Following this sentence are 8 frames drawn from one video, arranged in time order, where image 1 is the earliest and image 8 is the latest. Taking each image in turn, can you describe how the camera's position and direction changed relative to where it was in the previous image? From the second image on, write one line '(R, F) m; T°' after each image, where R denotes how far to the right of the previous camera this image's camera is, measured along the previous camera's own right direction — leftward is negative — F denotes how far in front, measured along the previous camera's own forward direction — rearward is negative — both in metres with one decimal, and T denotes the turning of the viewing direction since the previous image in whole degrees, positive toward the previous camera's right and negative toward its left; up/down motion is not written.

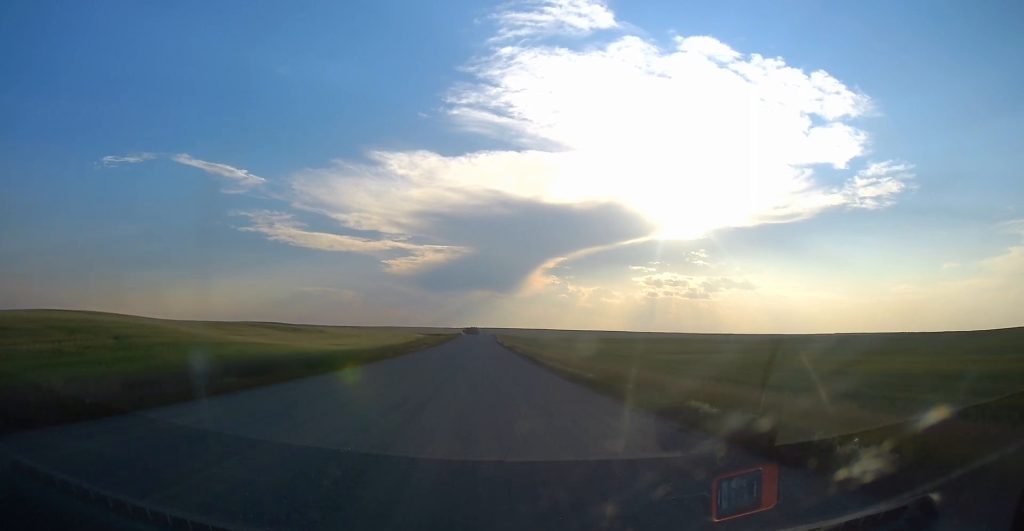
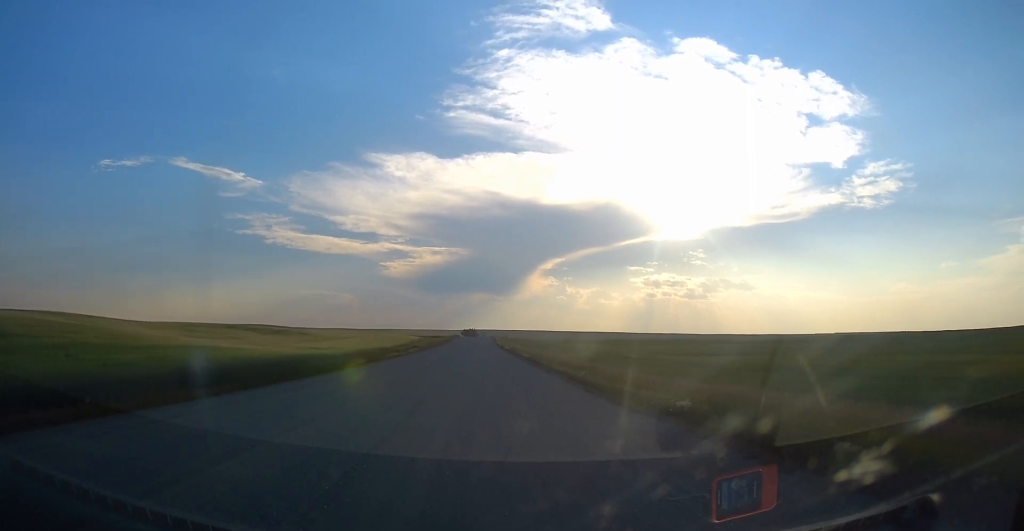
(0.0, +12.7) m; 0°
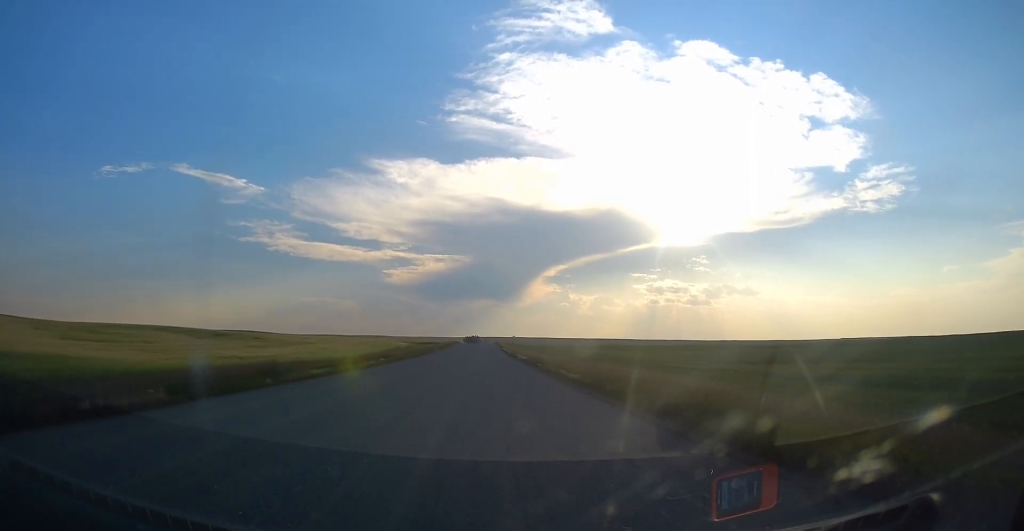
(0.0, +29.0) m; +1°
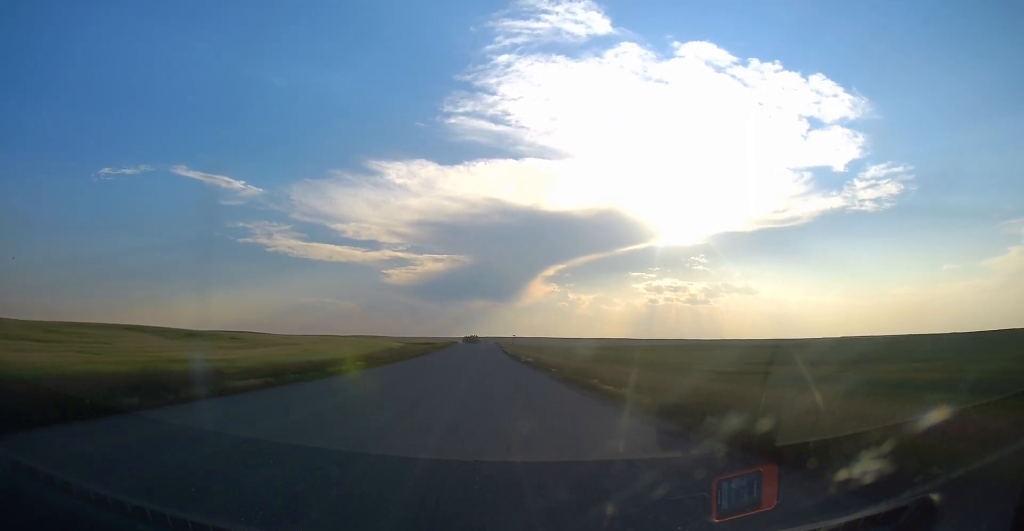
(+0.1, +10.0) m; 0°
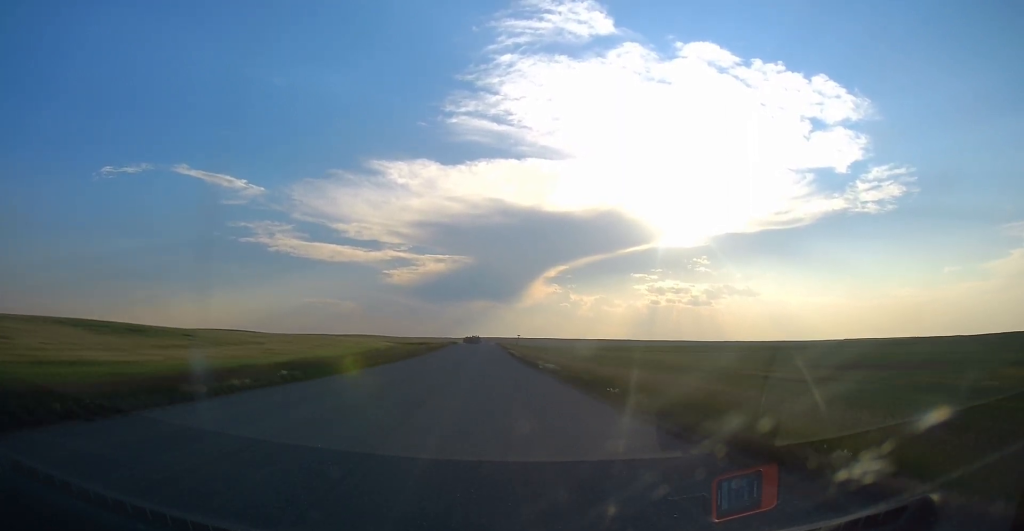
(+0.2, +16.4) m; 0°
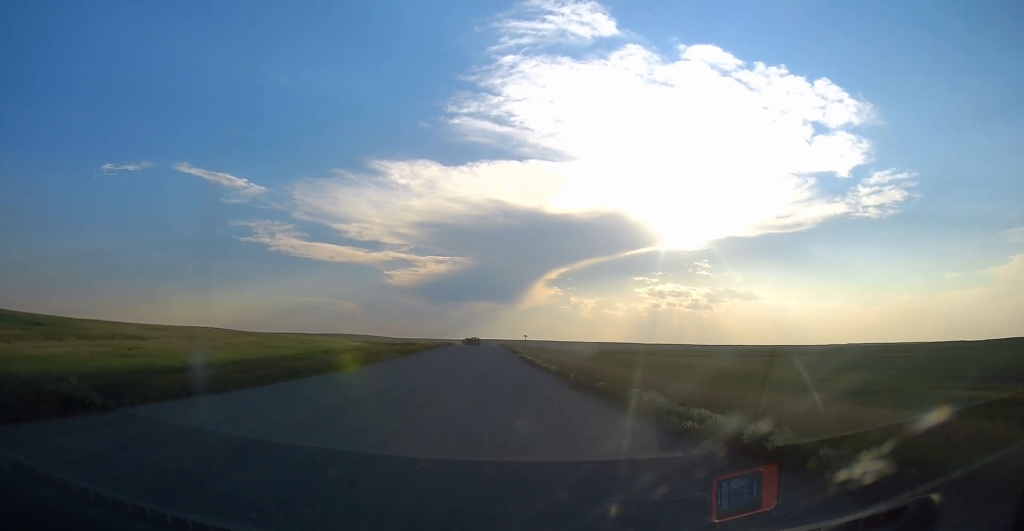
(-0.5, +29.2) m; -1°
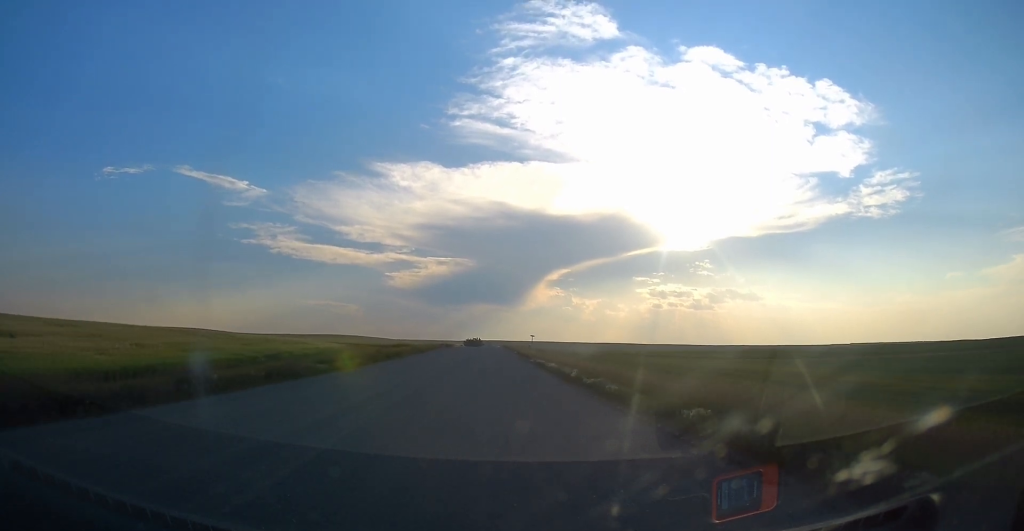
(0.0, +17.1) m; 0°
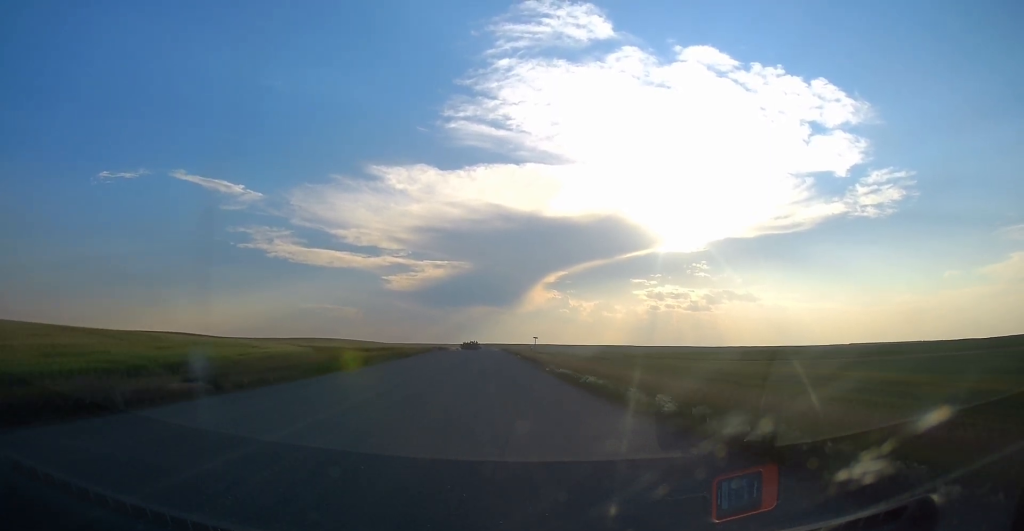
(0.0, +15.3) m; 0°
